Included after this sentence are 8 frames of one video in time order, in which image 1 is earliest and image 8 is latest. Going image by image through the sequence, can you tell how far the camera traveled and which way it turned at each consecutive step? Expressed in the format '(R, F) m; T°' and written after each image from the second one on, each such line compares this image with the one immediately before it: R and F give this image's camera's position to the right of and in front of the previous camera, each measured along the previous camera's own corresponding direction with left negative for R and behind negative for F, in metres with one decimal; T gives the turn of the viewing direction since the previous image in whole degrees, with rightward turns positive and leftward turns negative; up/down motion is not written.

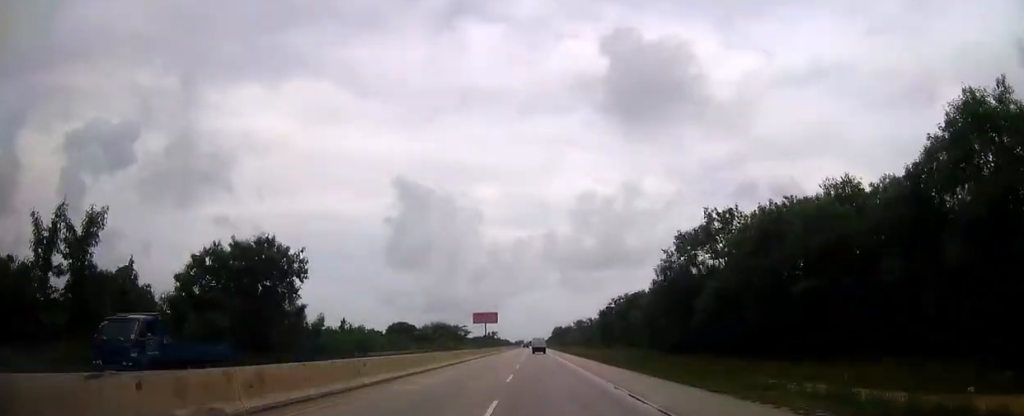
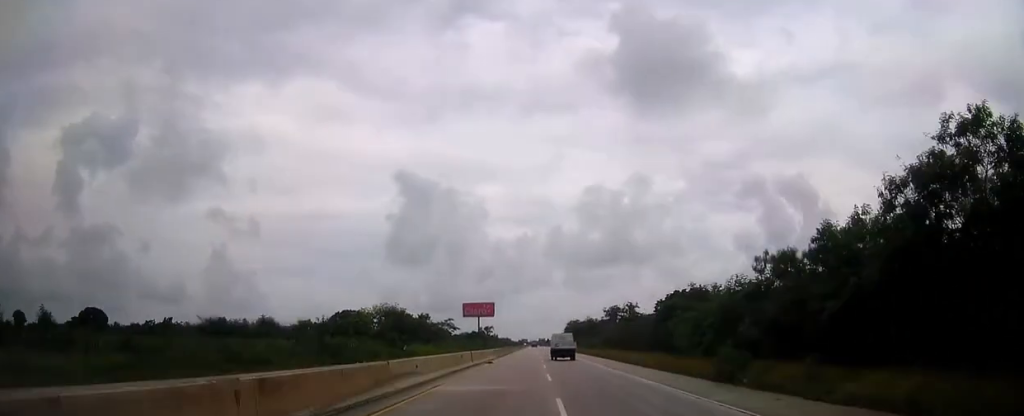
(-0.2, +82.5) m; 0°
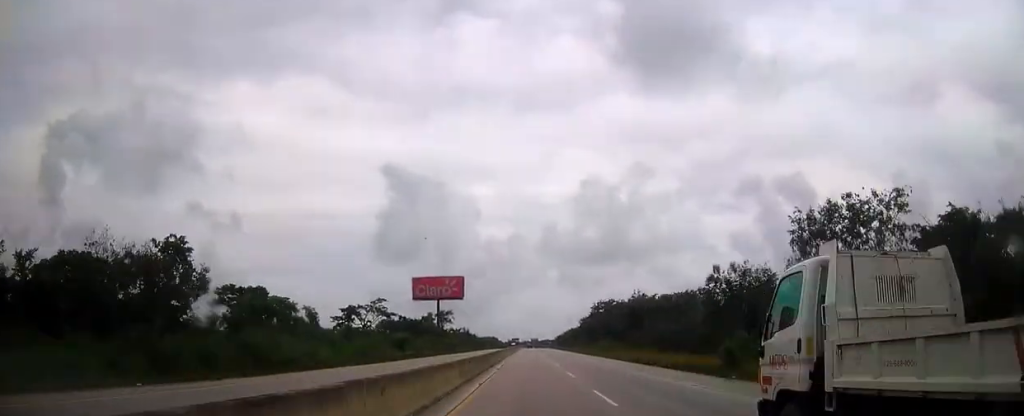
(+0.9, +115.9) m; +1°
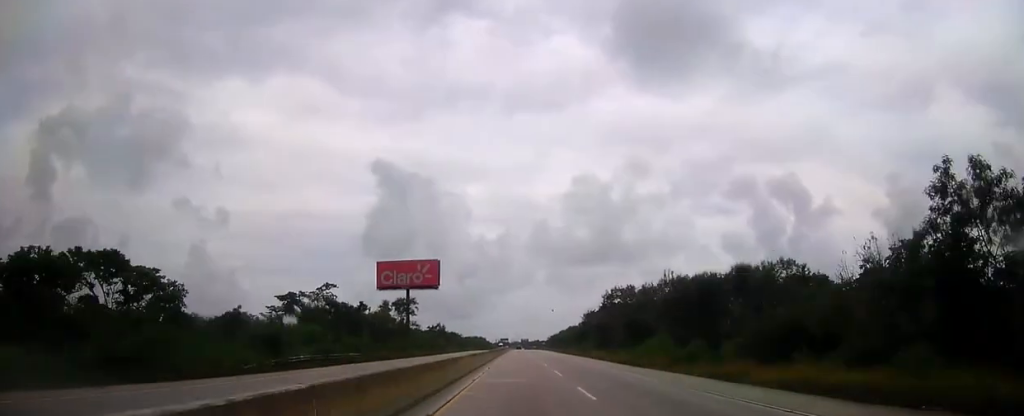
(+0.2, +33.8) m; 0°
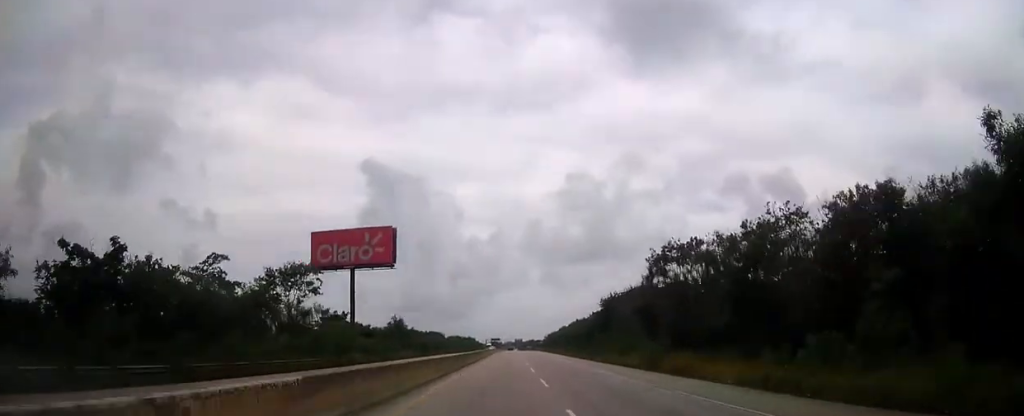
(+0.2, +42.1) m; 0°
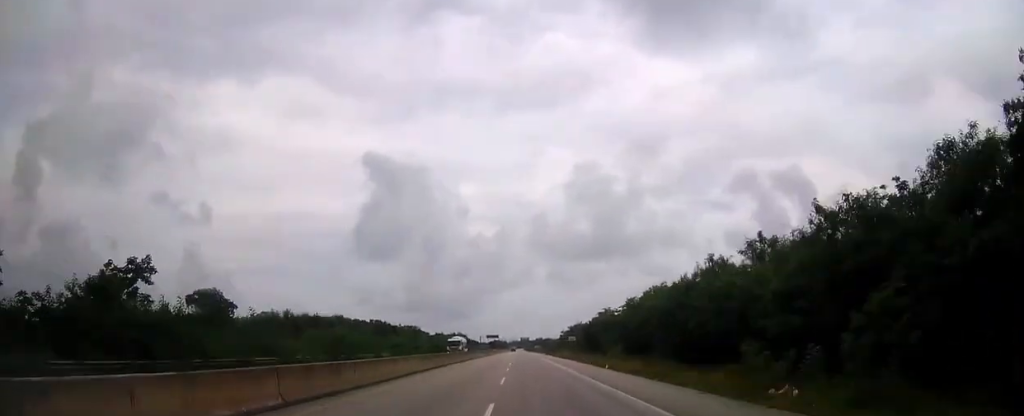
(0.0, +93.9) m; 0°
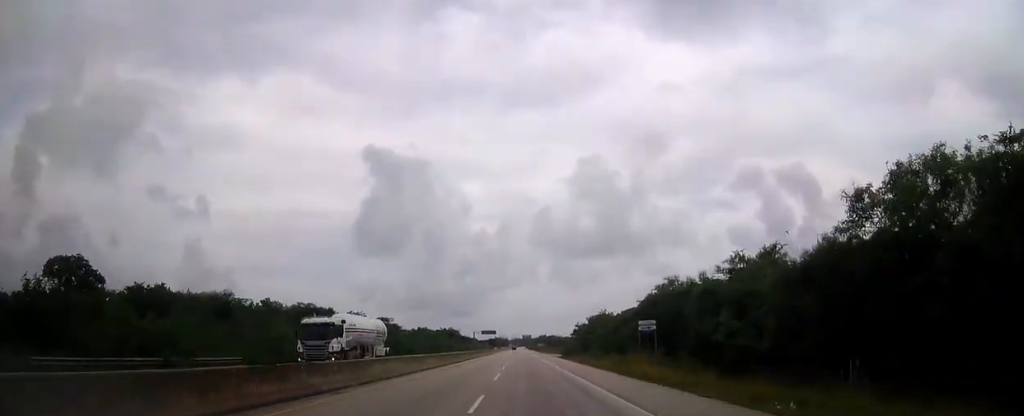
(+0.1, +45.3) m; 0°
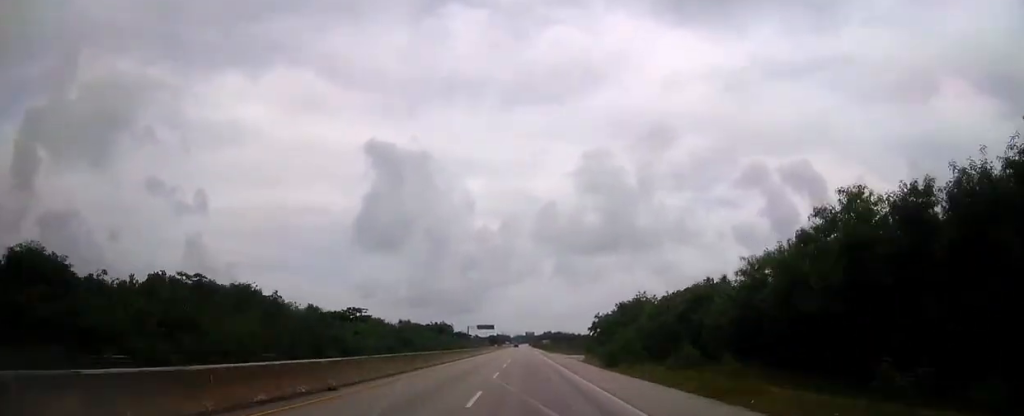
(-0.2, +34.4) m; 0°
